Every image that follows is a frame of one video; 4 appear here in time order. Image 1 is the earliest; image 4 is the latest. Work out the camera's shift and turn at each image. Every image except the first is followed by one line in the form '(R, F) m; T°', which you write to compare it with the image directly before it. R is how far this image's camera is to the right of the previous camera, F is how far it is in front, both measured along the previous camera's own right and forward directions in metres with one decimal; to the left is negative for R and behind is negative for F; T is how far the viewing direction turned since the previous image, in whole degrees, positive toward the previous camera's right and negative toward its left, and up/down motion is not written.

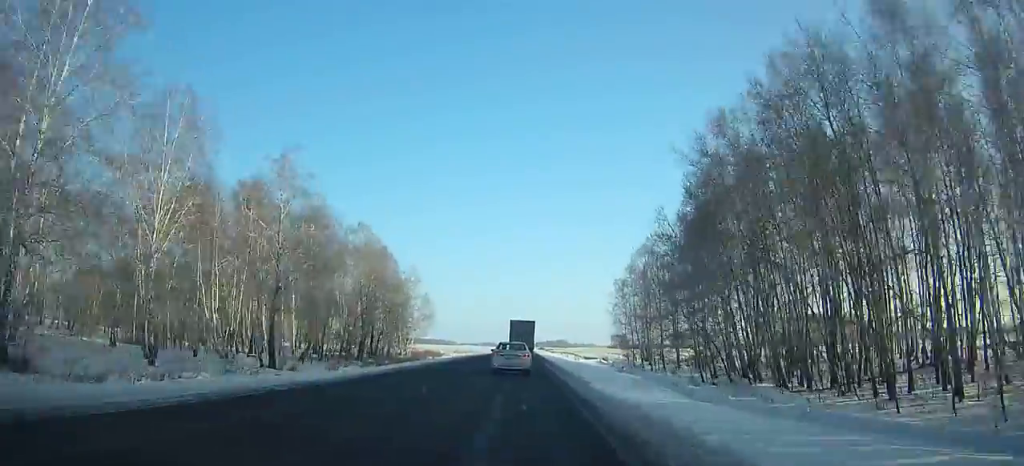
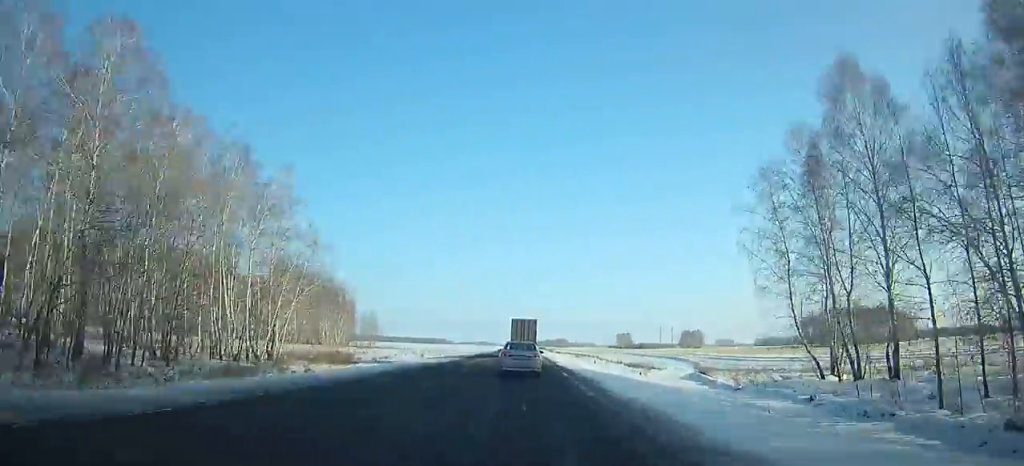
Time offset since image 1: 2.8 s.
(-0.1, +60.6) m; 0°
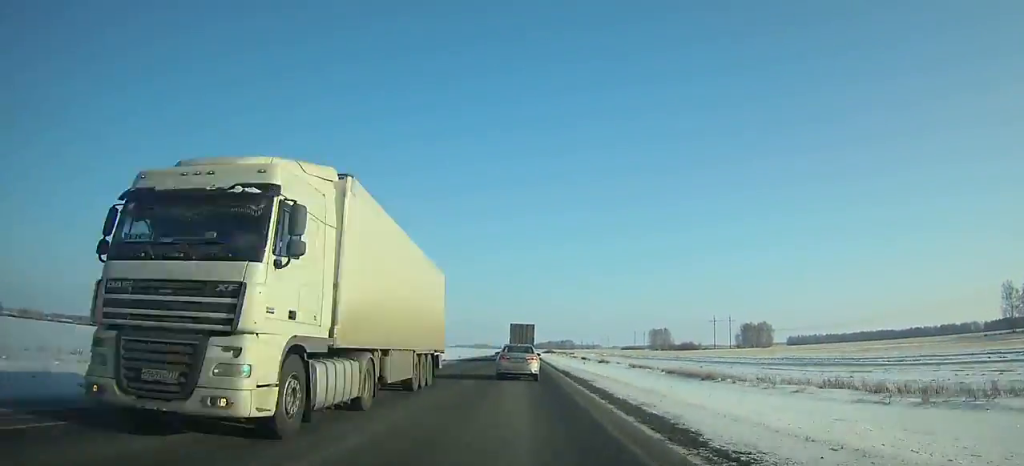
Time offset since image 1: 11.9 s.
(+1.5, +191.4) m; 0°
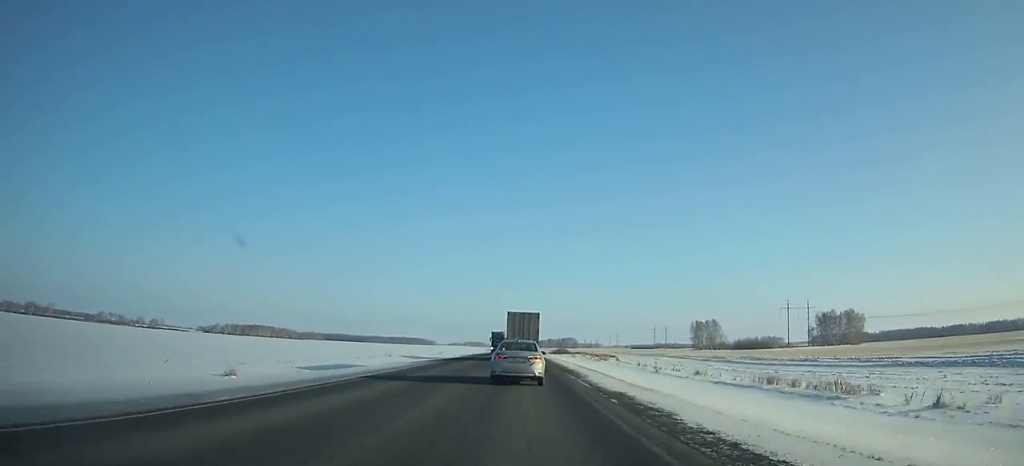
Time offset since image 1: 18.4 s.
(-0.7, +133.5) m; 0°
